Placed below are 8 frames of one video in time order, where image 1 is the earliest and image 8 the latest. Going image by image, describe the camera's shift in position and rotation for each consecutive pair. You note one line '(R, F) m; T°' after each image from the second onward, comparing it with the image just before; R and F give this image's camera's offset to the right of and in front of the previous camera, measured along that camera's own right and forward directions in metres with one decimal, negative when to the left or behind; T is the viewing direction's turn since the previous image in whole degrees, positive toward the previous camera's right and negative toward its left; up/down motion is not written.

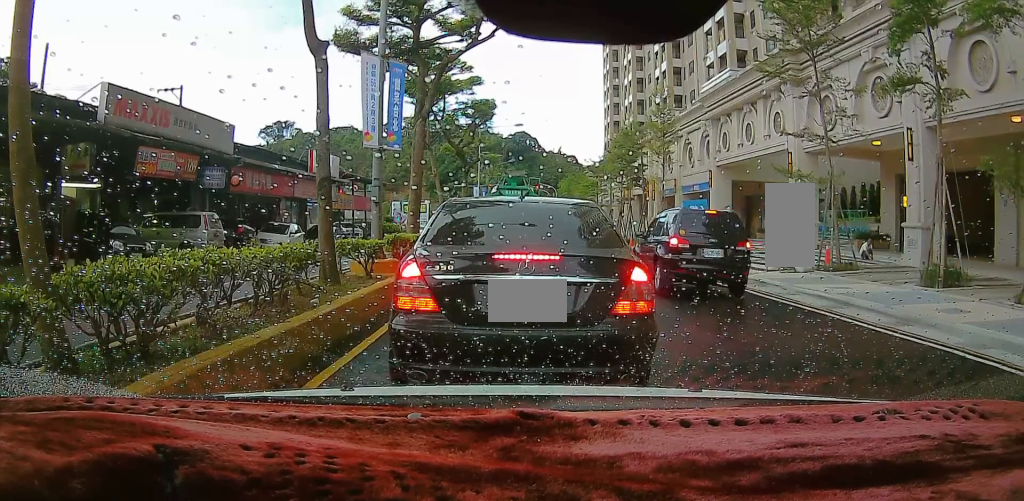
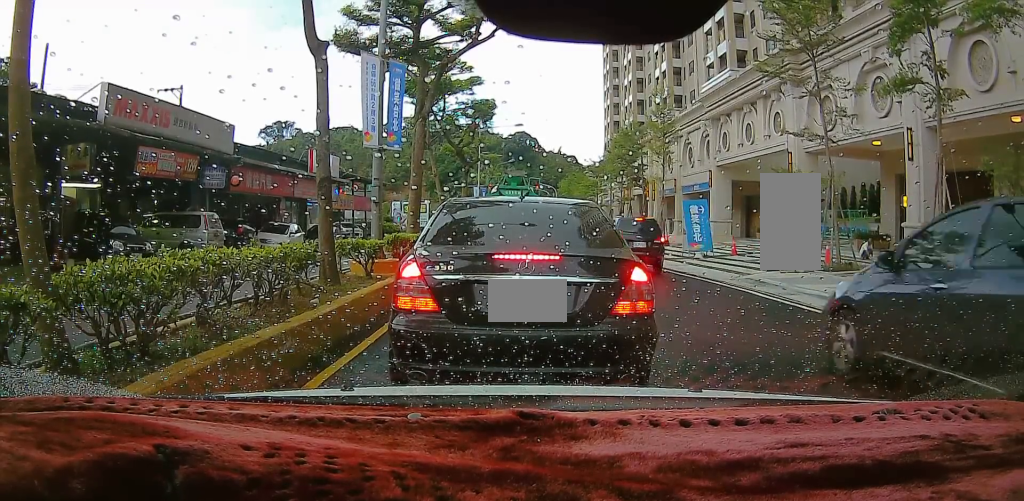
(0.0, 0.0) m; 0°
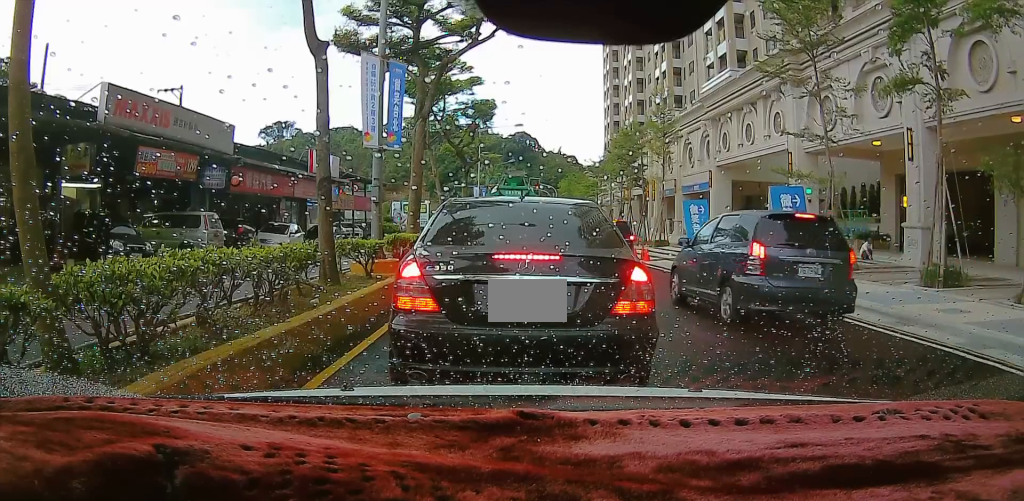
(0.0, 0.0) m; 0°
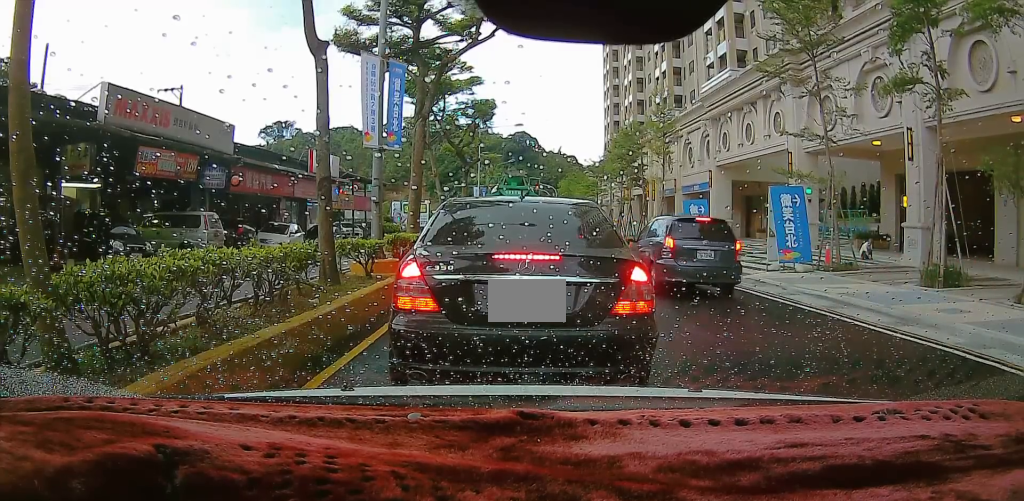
(0.0, 0.0) m; 0°
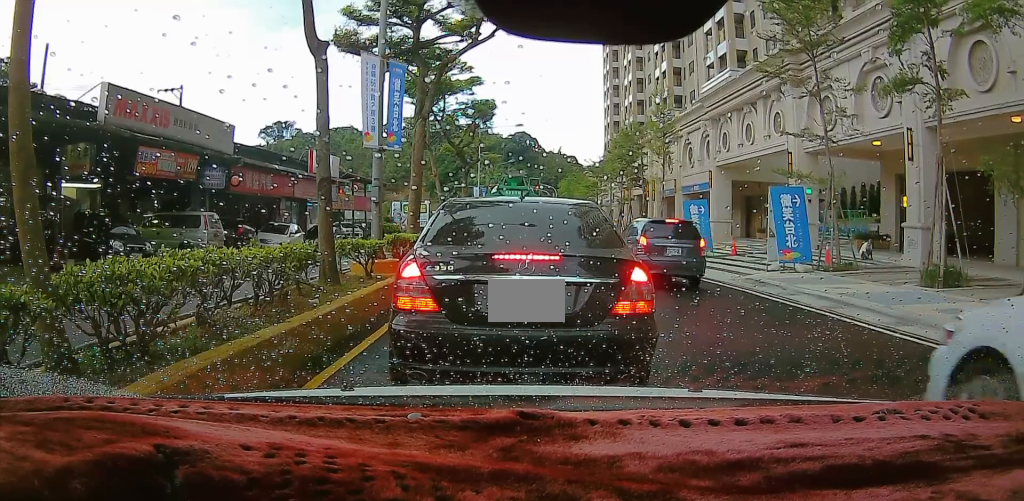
(0.0, 0.0) m; 0°
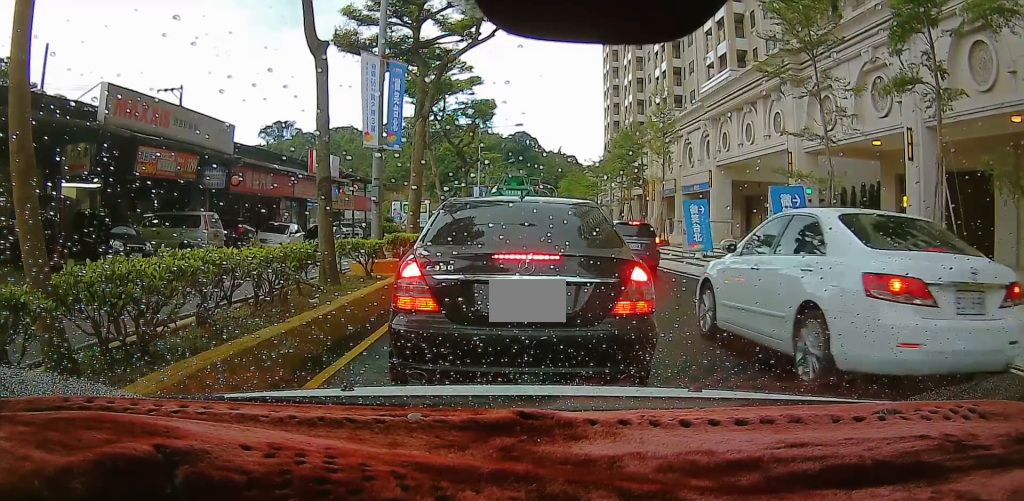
(0.0, 0.0) m; 0°
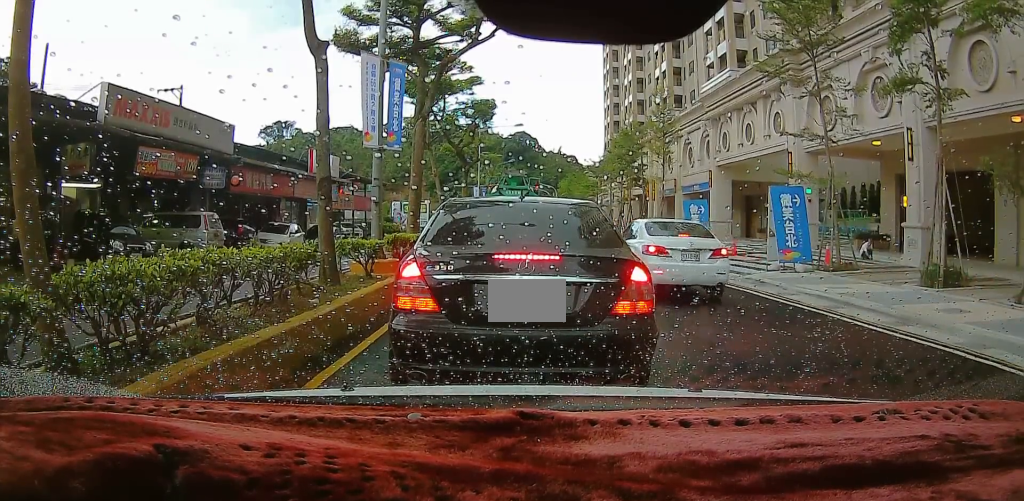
(0.0, 0.0) m; 0°
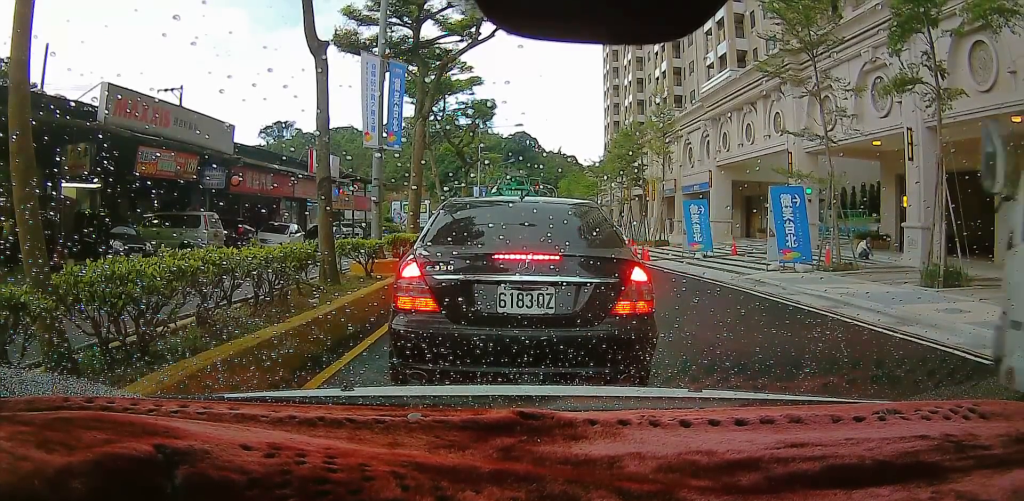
(0.0, 0.0) m; 0°
